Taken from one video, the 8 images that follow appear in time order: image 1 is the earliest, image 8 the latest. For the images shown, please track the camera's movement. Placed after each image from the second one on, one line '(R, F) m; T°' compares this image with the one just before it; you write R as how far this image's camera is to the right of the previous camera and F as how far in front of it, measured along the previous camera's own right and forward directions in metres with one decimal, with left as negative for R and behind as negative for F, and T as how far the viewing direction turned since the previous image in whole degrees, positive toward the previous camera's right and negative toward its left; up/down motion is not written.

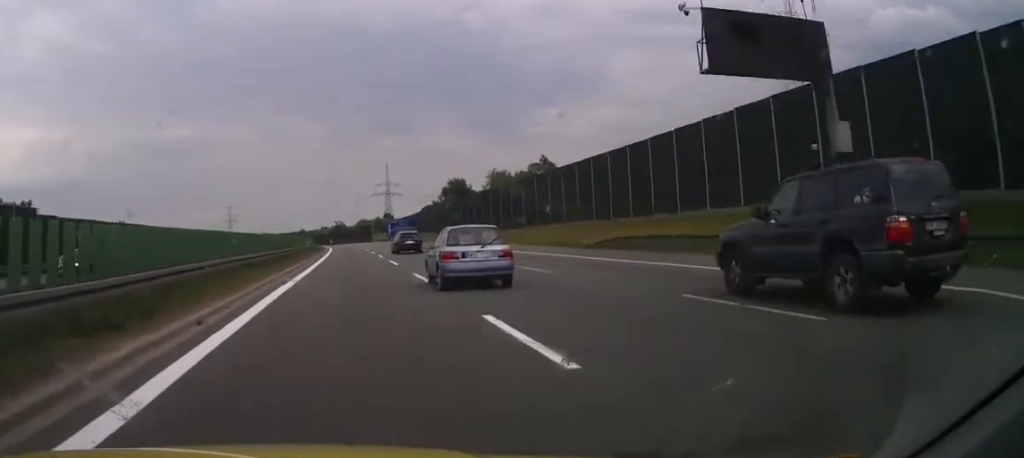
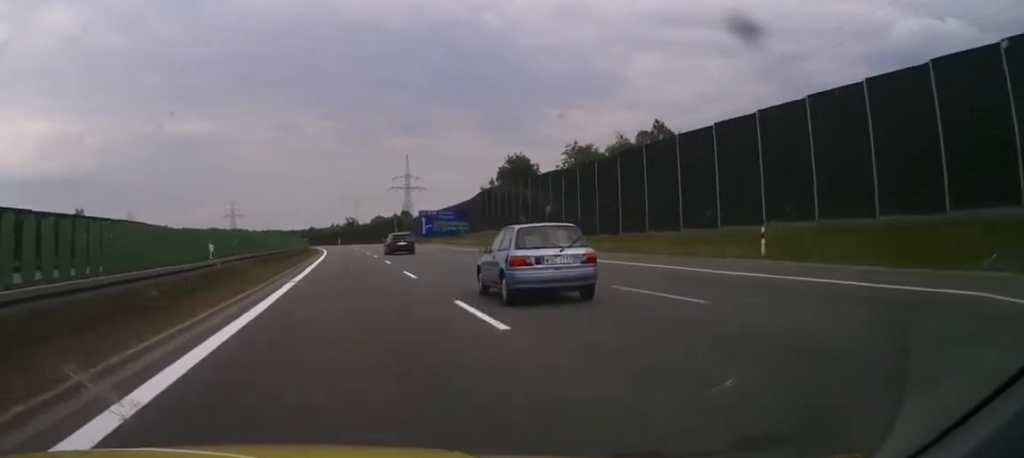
(-1.4, +55.1) m; -2°
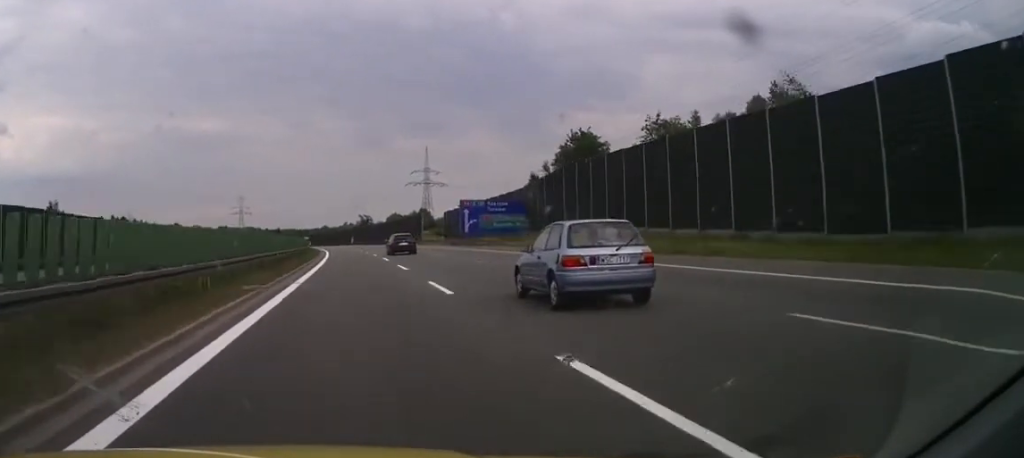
(0.0, +29.6) m; 0°
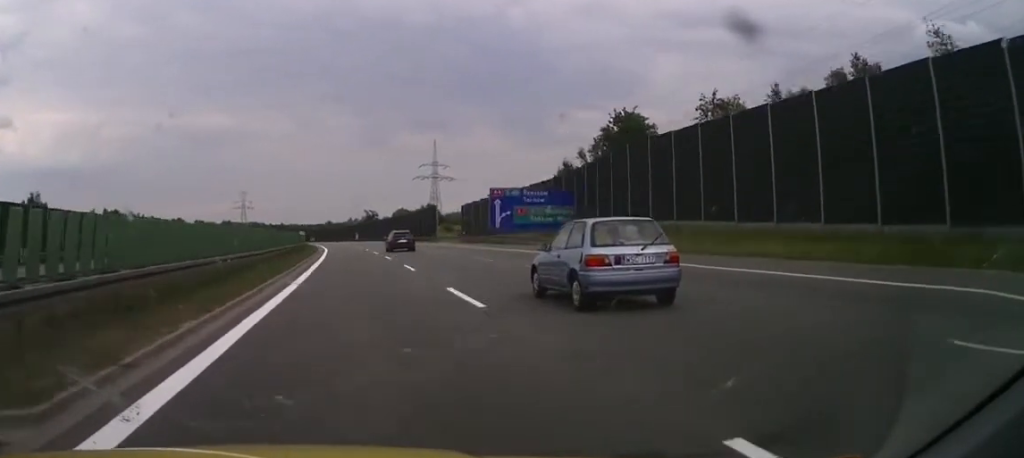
(0.0, +14.8) m; 0°
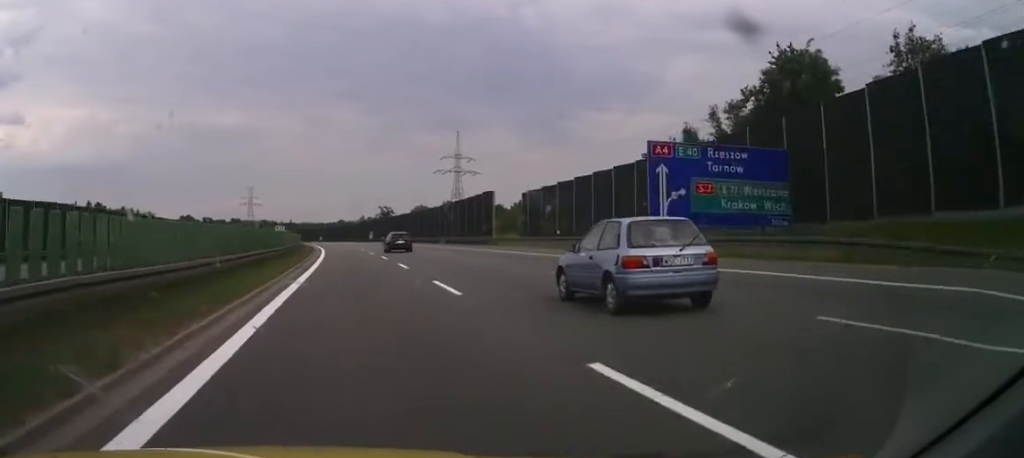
(0.0, +33.3) m; 0°
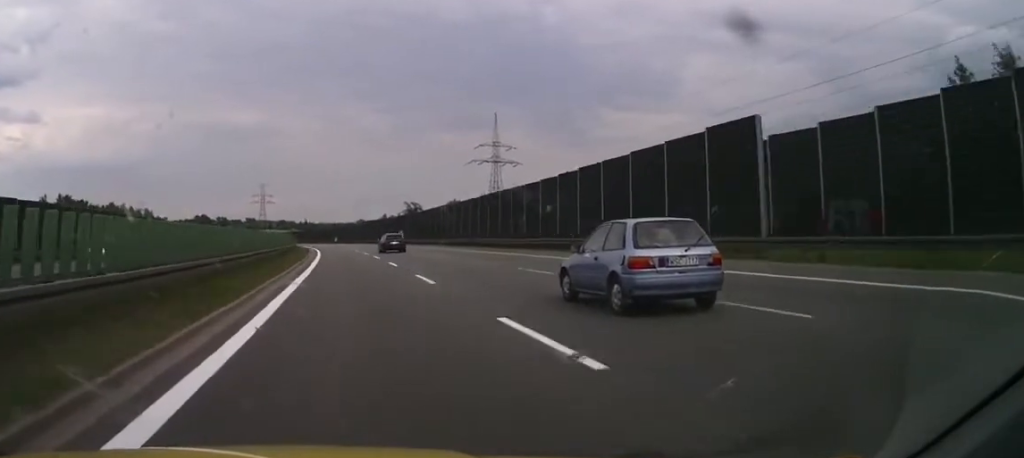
(0.0, +44.5) m; 0°
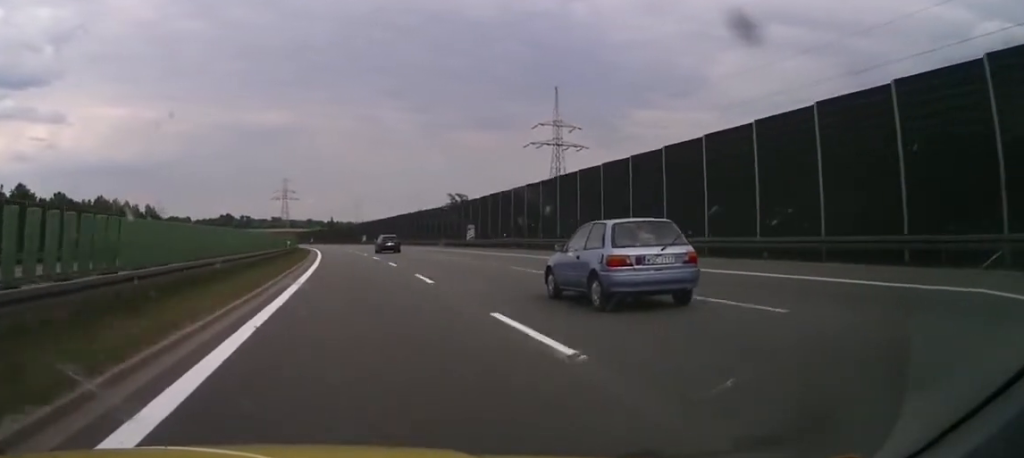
(0.0, +48.0) m; 0°
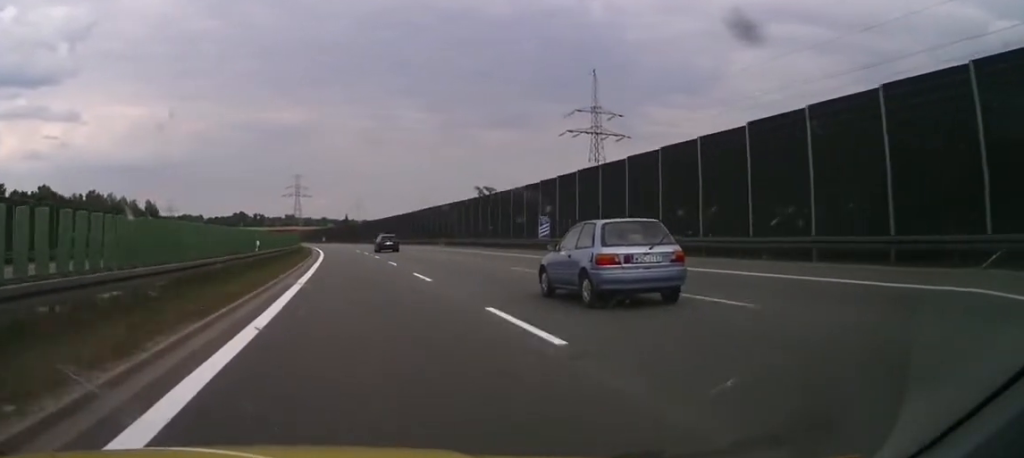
(0.0, +23.3) m; 0°
